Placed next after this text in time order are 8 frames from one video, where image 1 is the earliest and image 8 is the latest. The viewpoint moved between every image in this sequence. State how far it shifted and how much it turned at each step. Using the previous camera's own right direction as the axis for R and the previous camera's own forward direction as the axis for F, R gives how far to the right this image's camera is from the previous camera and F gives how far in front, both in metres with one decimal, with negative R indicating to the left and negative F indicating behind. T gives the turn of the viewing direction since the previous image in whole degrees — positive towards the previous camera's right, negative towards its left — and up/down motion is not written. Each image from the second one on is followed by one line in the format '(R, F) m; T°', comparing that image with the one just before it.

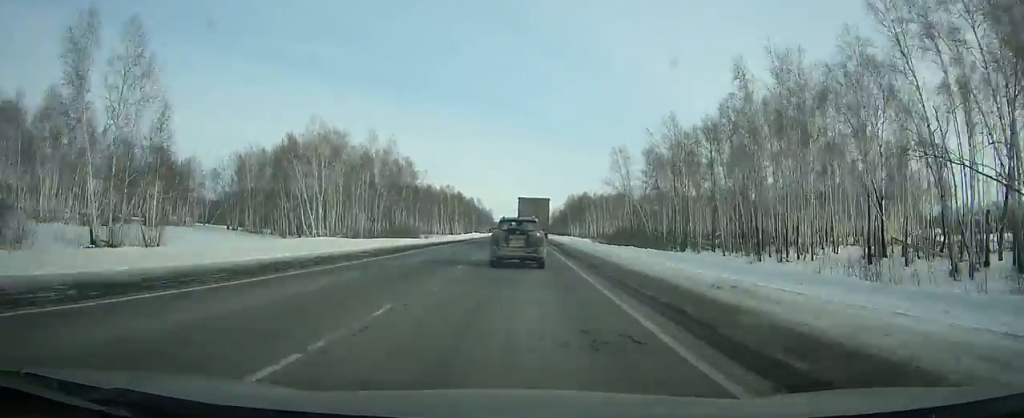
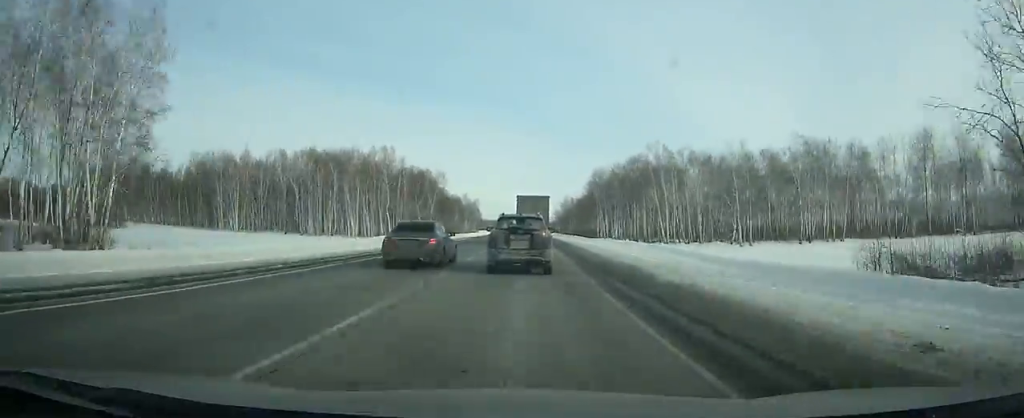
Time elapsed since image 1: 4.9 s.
(+0.1, +109.0) m; 0°
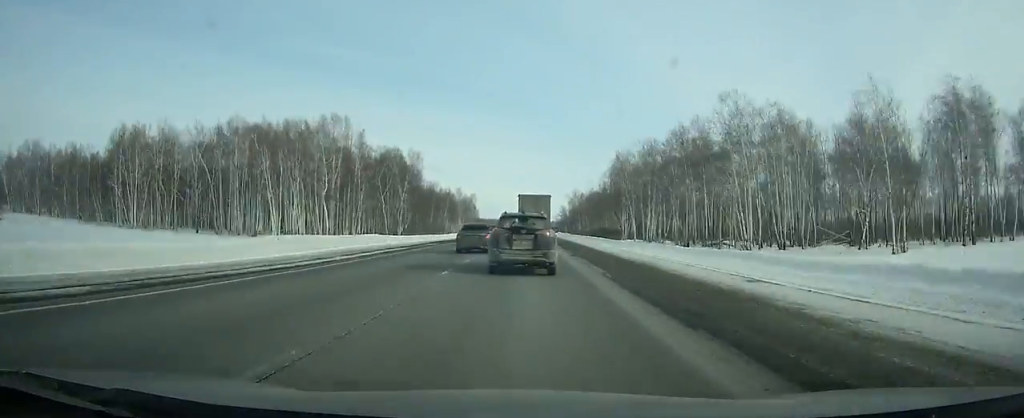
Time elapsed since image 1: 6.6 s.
(-0.2, +37.4) m; 0°
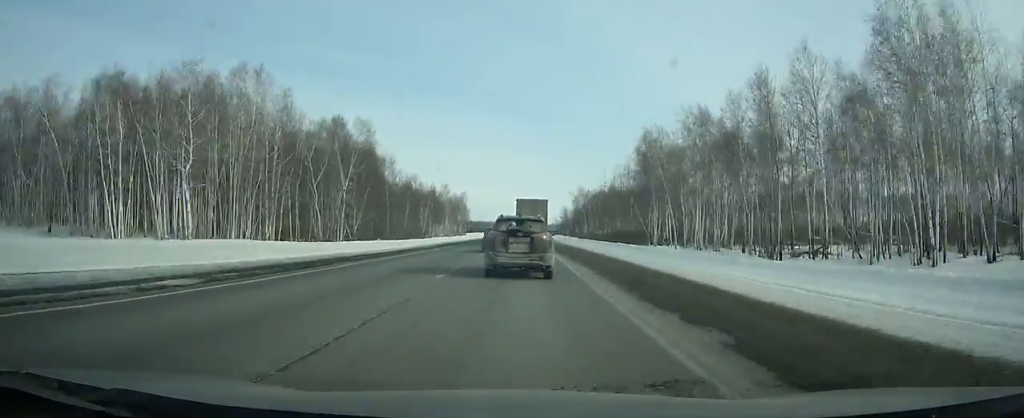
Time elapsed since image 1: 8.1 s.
(-0.2, +32.8) m; 0°
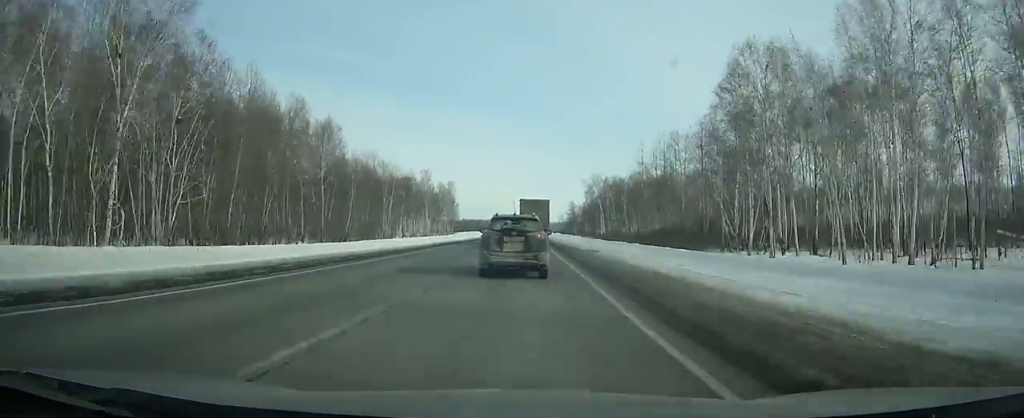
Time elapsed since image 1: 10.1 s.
(0.0, +43.3) m; 0°
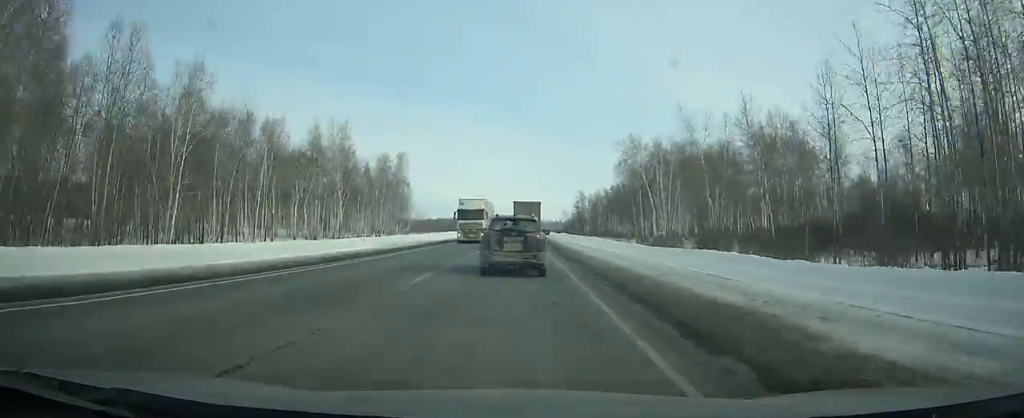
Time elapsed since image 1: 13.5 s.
(+0.2, +72.8) m; 0°
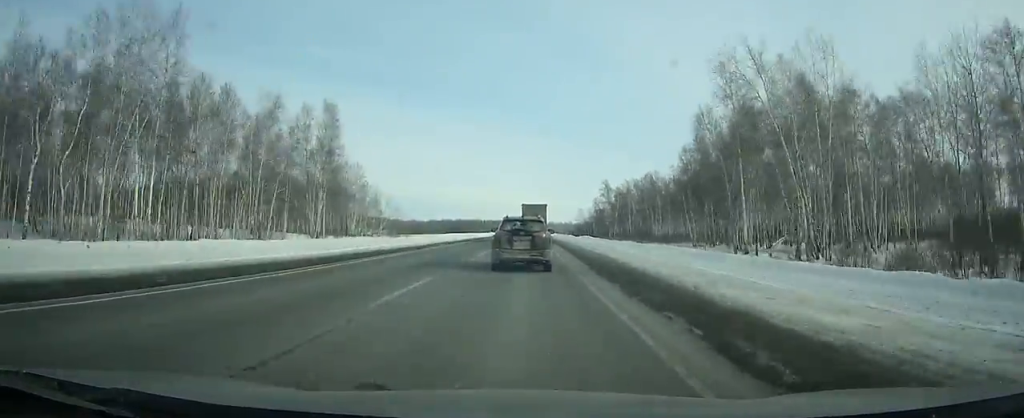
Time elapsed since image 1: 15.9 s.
(-0.1, +51.3) m; 0°
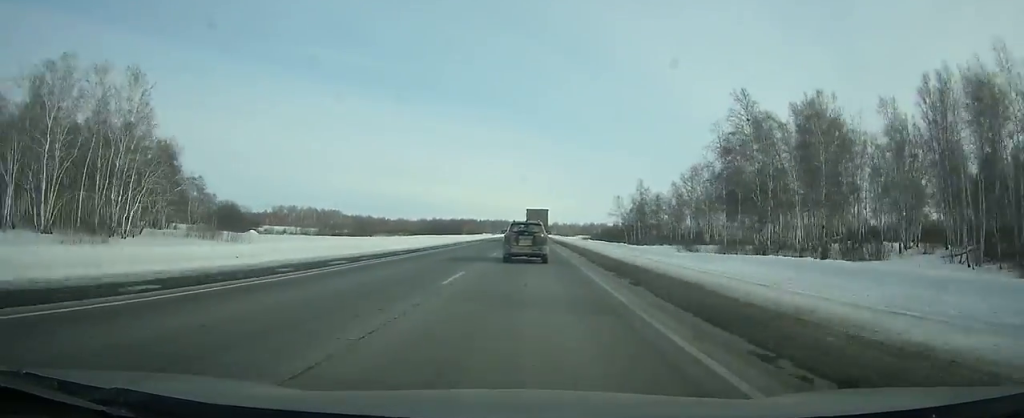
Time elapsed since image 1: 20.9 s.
(-0.1, +108.1) m; 0°
